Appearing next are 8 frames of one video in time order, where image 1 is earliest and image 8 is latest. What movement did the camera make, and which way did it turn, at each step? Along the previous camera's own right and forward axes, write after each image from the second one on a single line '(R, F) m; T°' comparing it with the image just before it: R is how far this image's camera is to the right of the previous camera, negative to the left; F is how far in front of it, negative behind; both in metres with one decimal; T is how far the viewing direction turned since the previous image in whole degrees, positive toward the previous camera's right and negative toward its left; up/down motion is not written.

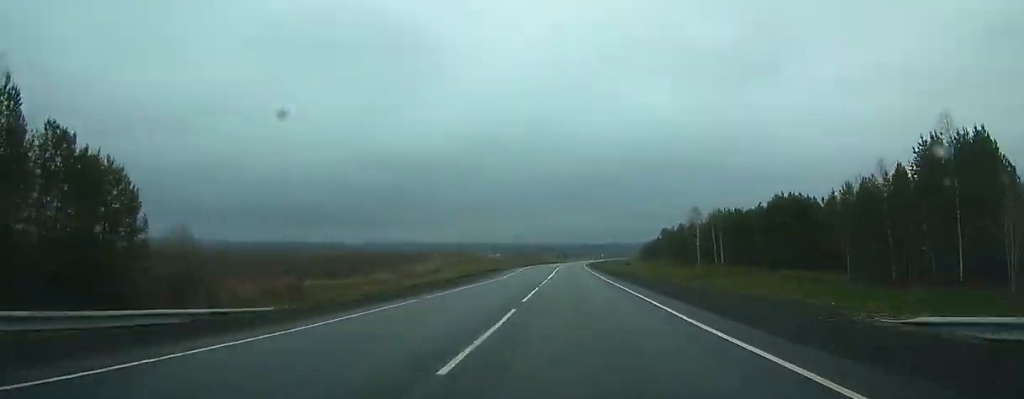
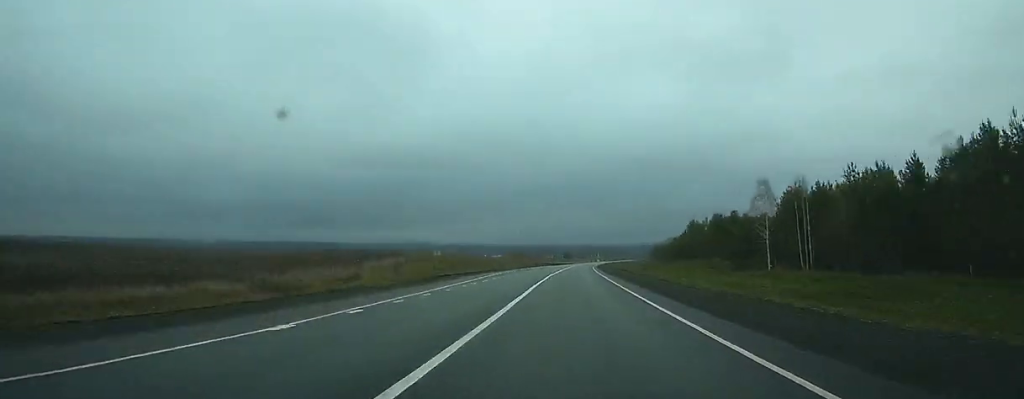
(0.0, +42.1) m; 0°
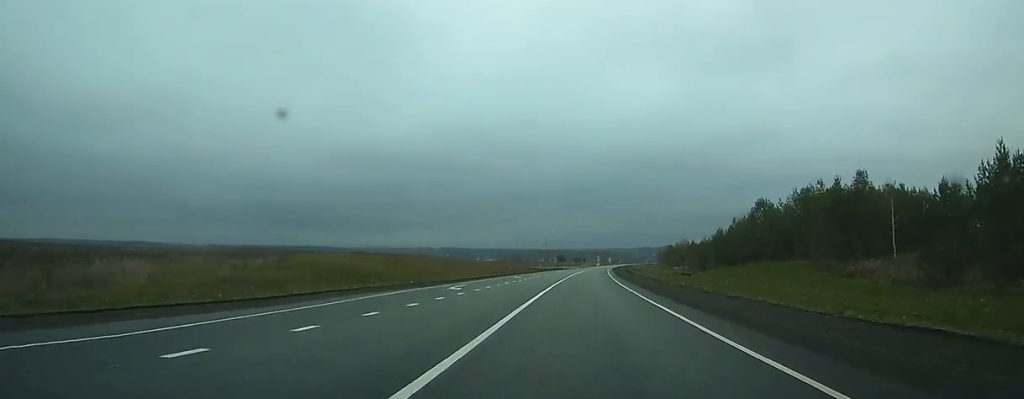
(+0.2, +60.0) m; +1°
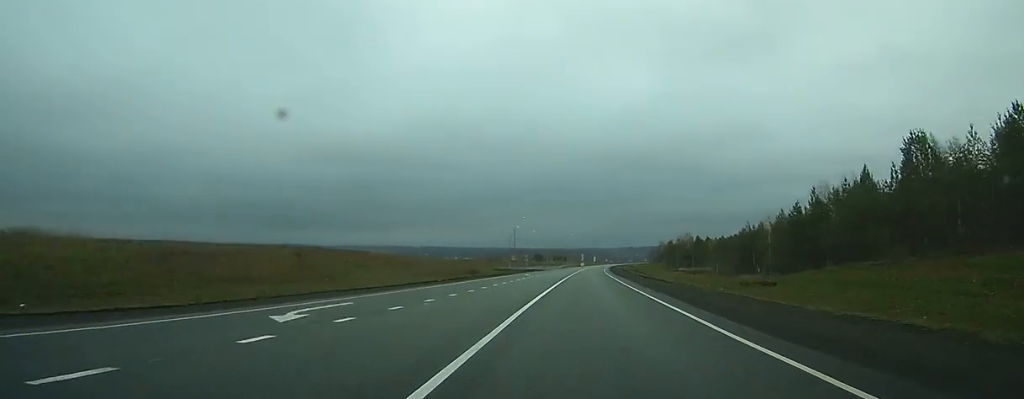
(+0.3, +50.1) m; +1°
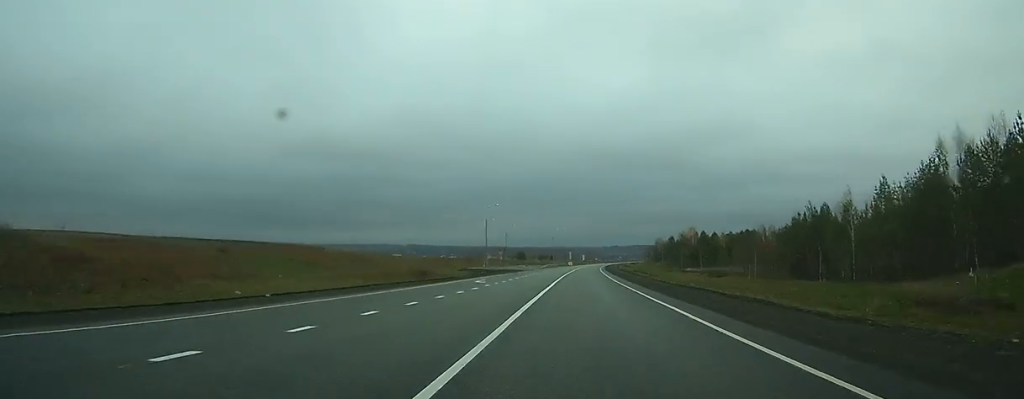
(+0.4, +30.1) m; +1°
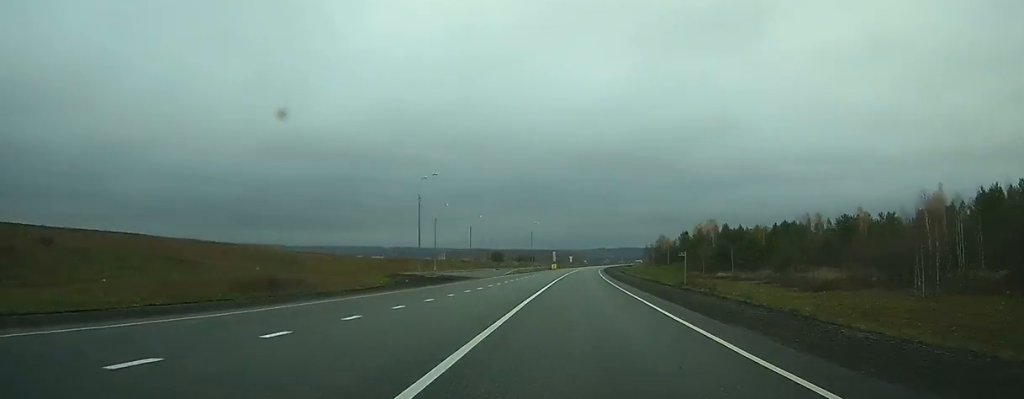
(+0.5, +44.5) m; +1°
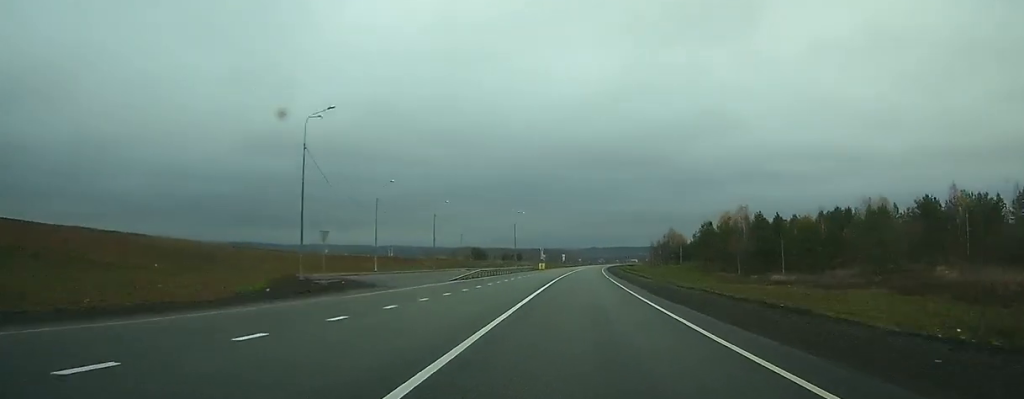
(0.0, +32.5) m; +1°
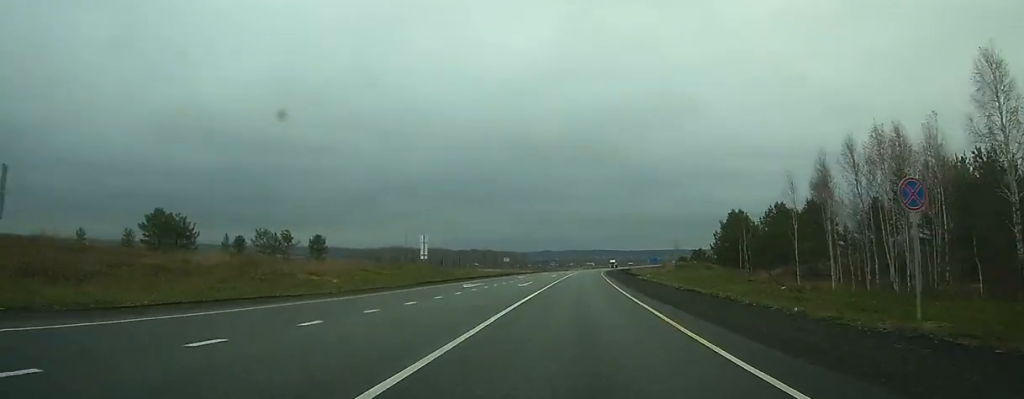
(+6.5, +150.7) m; +5°
